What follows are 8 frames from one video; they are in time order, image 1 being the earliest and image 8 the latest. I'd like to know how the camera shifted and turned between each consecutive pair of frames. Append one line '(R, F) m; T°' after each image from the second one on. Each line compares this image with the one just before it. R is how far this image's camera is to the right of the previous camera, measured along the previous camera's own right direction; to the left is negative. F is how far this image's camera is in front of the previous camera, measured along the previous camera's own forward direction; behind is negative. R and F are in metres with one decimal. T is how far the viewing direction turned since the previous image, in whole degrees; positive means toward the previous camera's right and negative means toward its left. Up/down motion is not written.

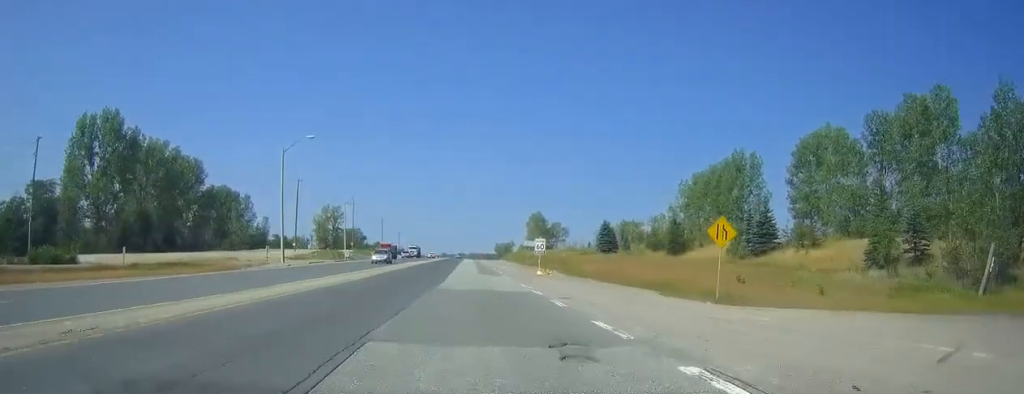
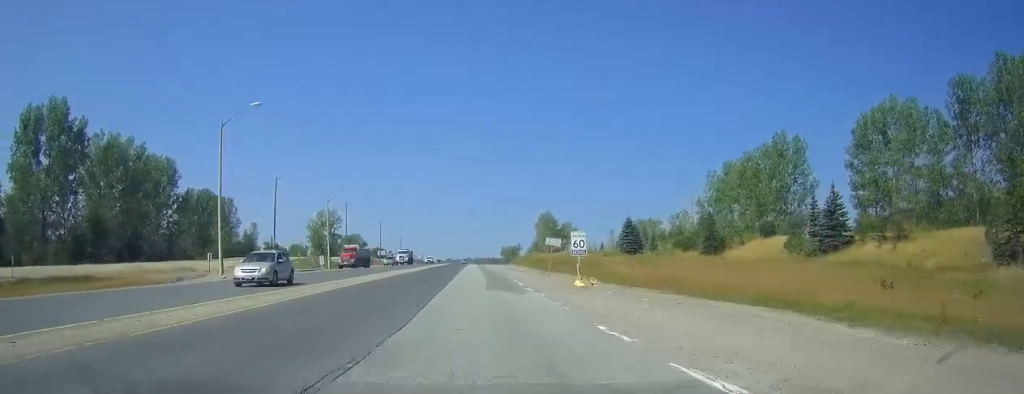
(-0.2, +18.5) m; -1°
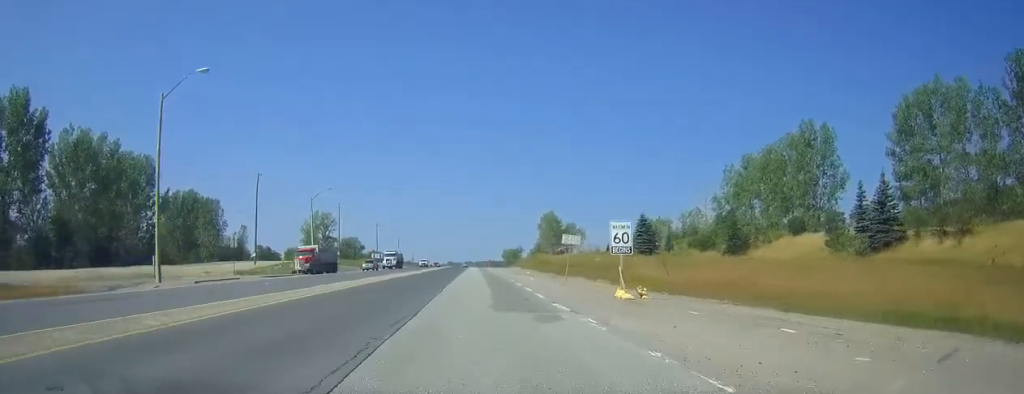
(0.0, +10.9) m; 0°
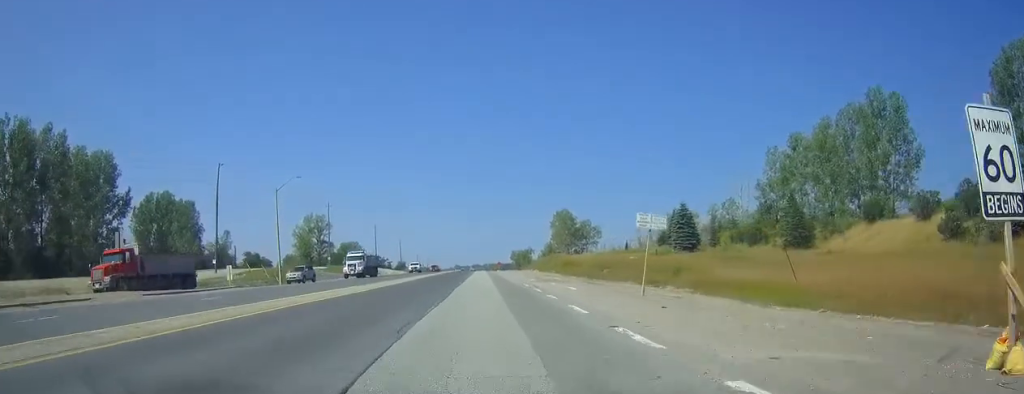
(0.0, +20.1) m; 0°
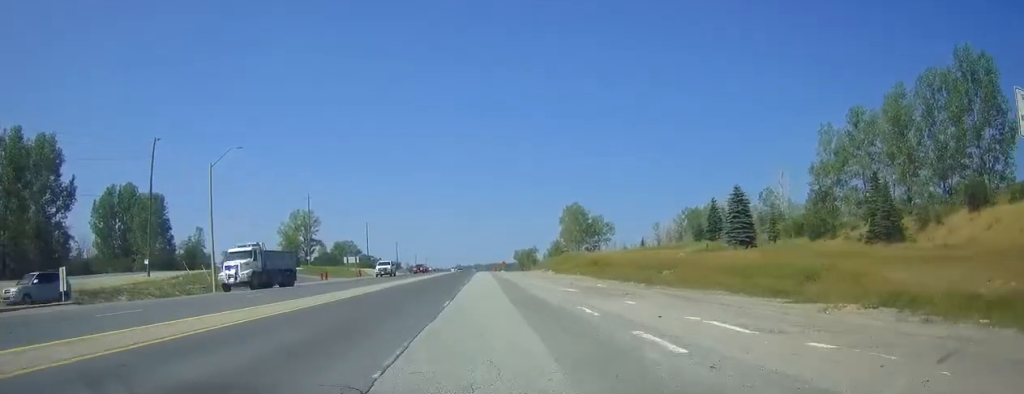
(-0.2, +20.5) m; 0°
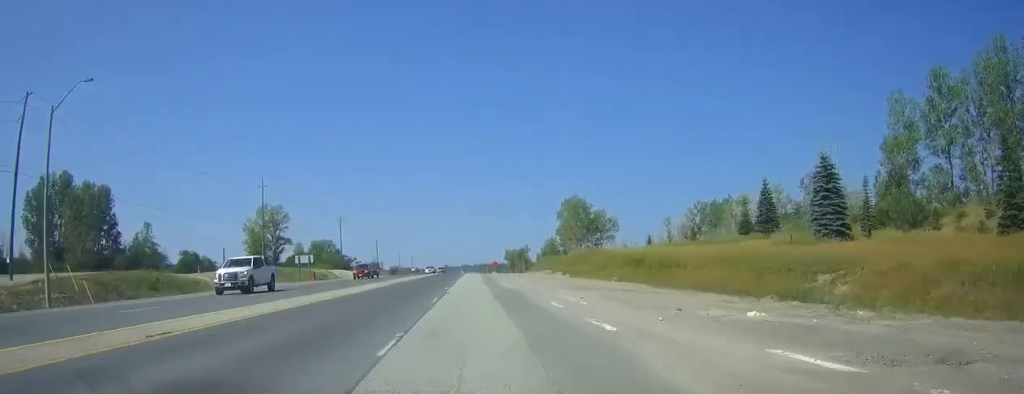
(0.0, +23.6) m; 0°
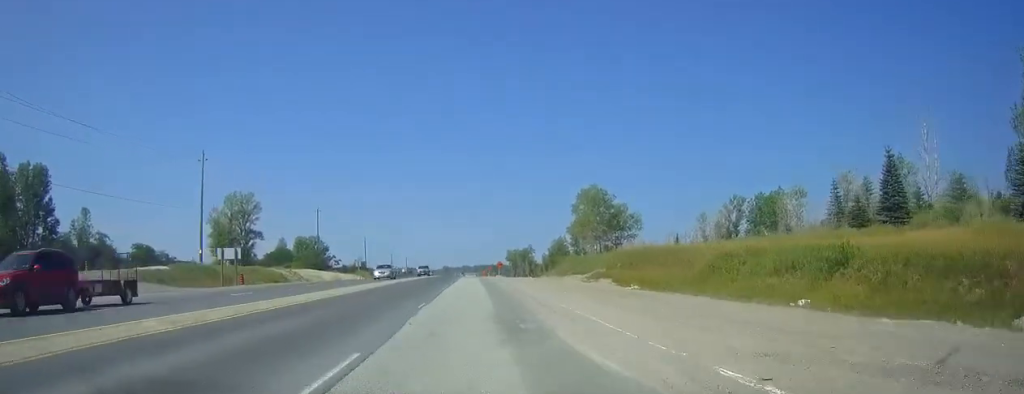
(+0.3, +27.3) m; +1°
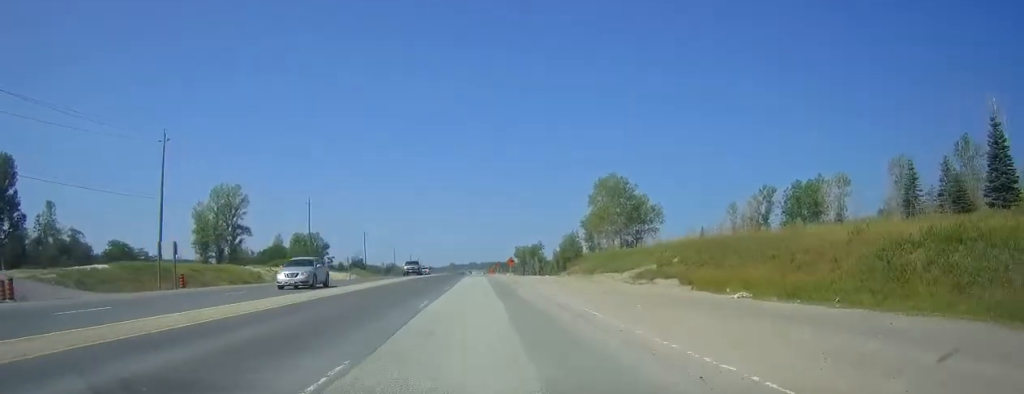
(0.0, +14.2) m; 0°
